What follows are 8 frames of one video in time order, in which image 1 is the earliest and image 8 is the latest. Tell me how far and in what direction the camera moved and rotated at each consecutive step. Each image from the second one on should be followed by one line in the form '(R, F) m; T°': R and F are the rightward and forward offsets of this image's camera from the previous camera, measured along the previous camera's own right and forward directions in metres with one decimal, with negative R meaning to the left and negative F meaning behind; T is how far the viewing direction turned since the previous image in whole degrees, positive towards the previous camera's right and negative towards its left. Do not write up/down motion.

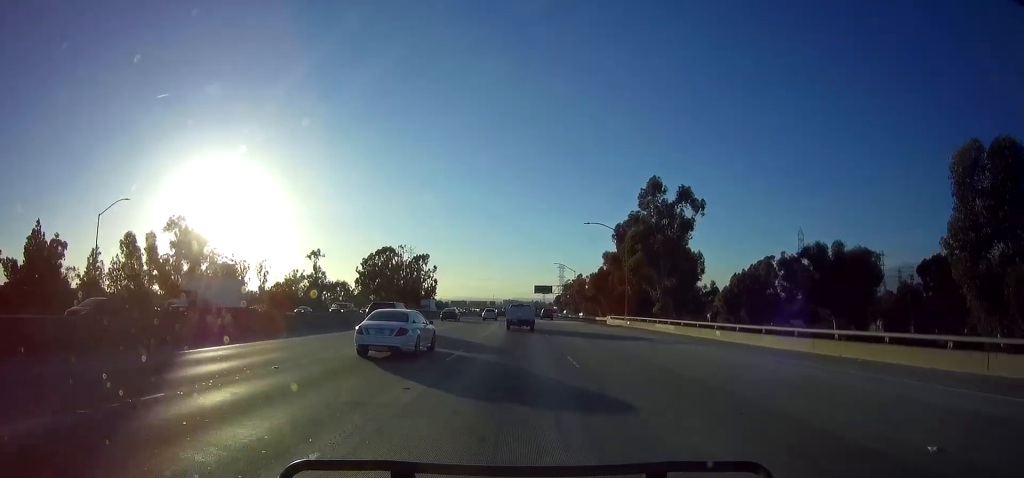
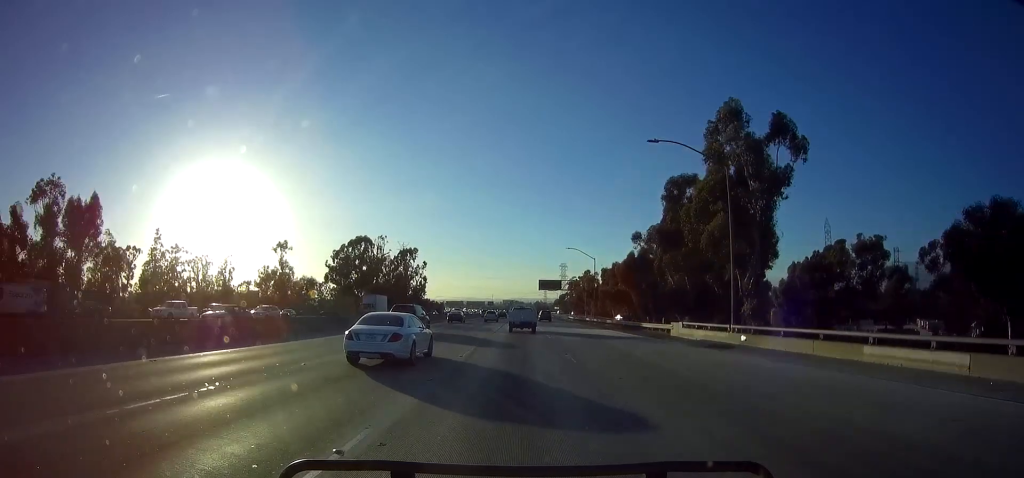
(0.0, +27.3) m; 0°
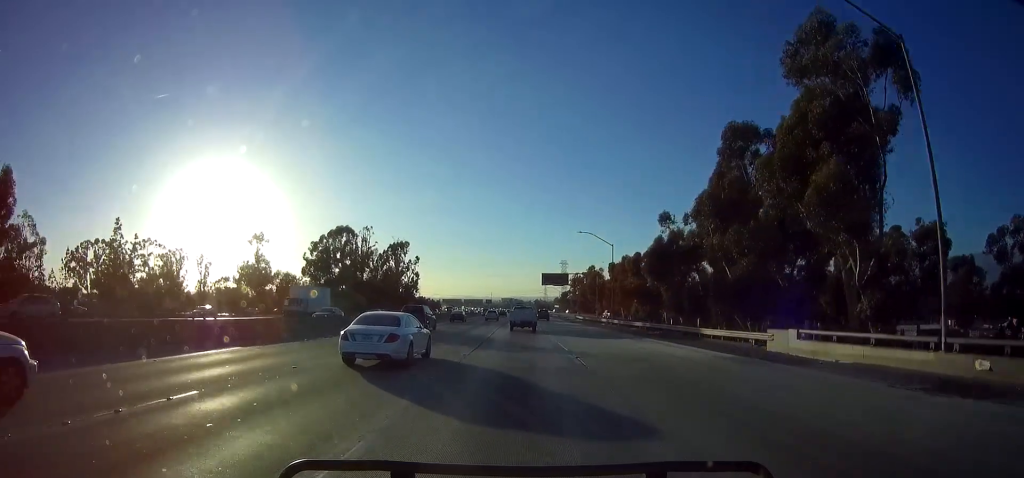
(-0.1, +15.1) m; 0°
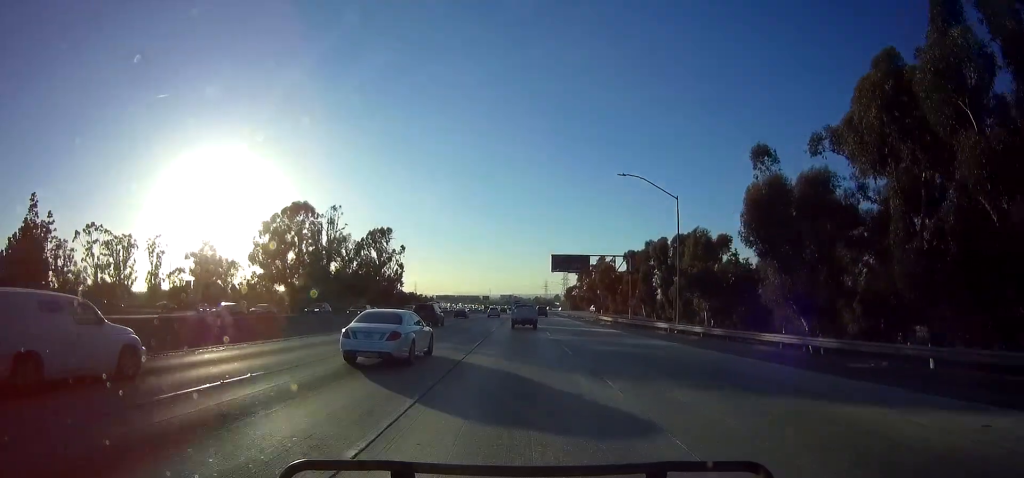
(+0.2, +26.0) m; 0°
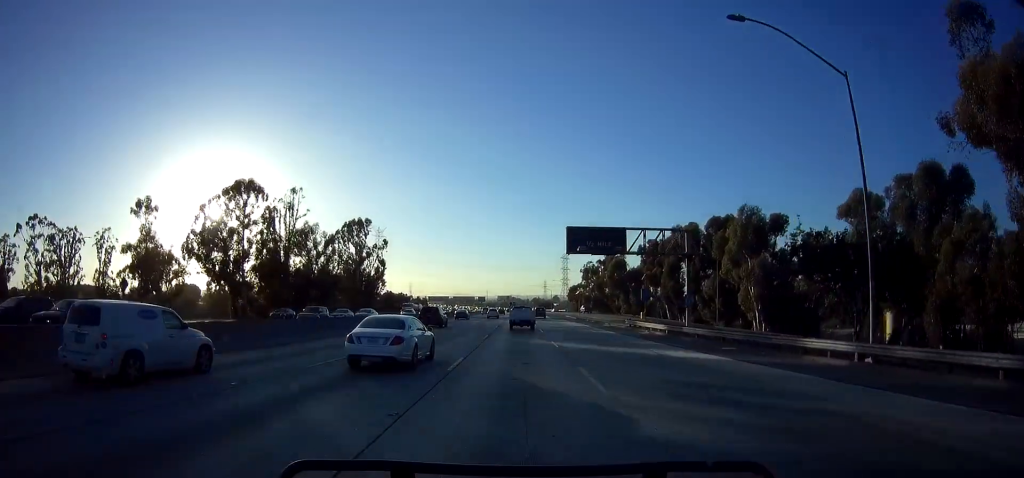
(-0.2, +21.6) m; 0°
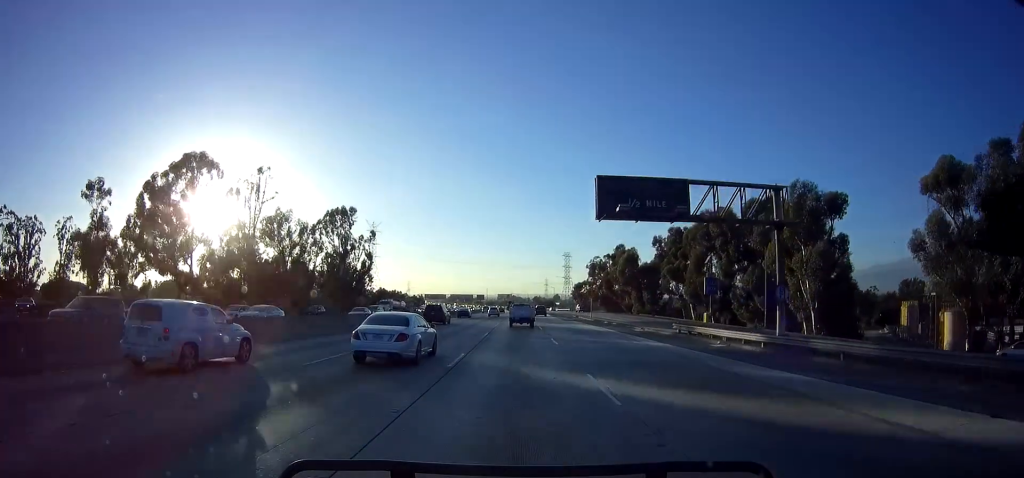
(+0.3, +14.5) m; 0°
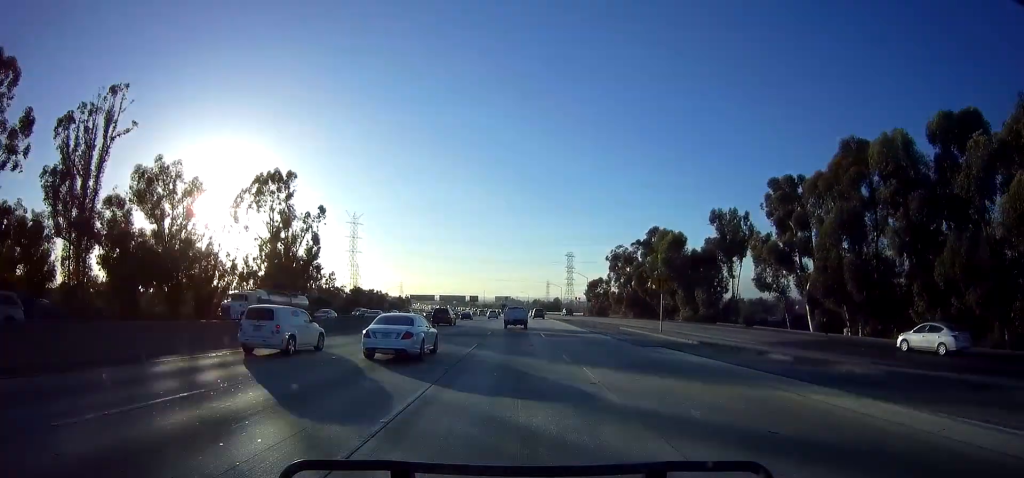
(-0.4, +37.8) m; -1°
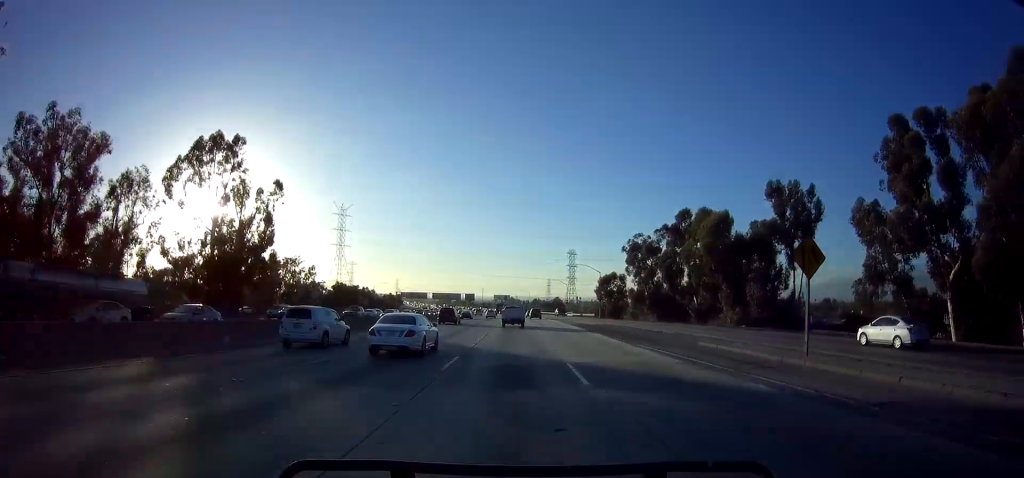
(-0.1, +20.5) m; 0°
